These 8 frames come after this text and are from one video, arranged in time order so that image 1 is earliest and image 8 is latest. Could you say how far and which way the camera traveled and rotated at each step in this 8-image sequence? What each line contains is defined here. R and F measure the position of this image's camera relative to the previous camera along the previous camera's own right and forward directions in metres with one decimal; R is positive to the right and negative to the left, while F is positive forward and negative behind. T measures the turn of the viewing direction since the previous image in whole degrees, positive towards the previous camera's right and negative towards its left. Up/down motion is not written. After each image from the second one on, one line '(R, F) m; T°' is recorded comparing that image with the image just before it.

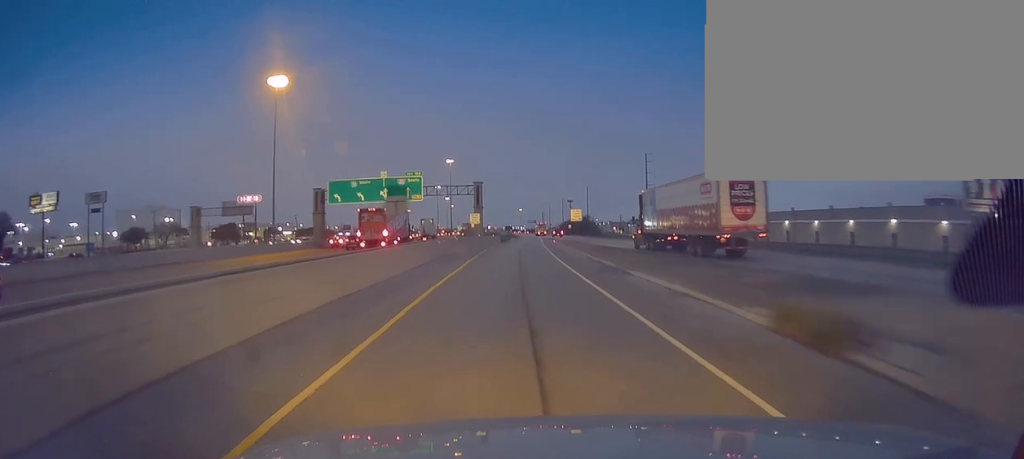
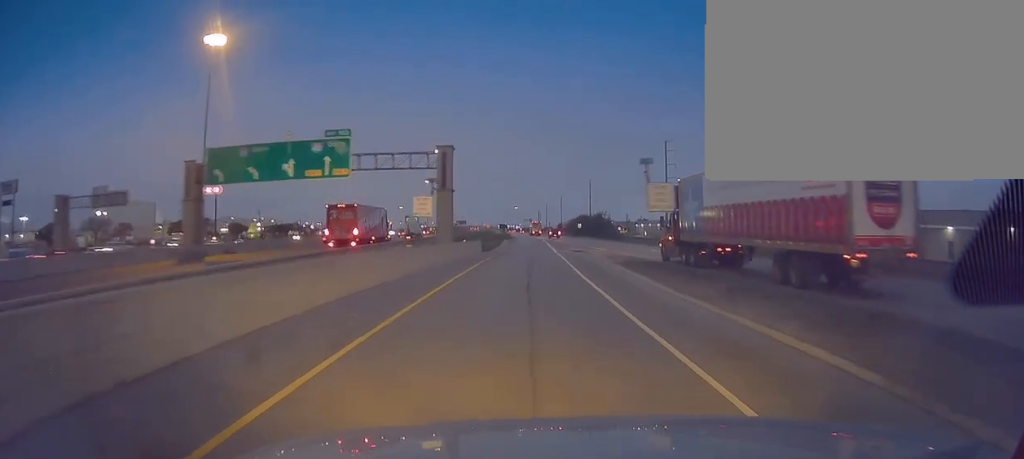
(0.0, +40.0) m; +1°
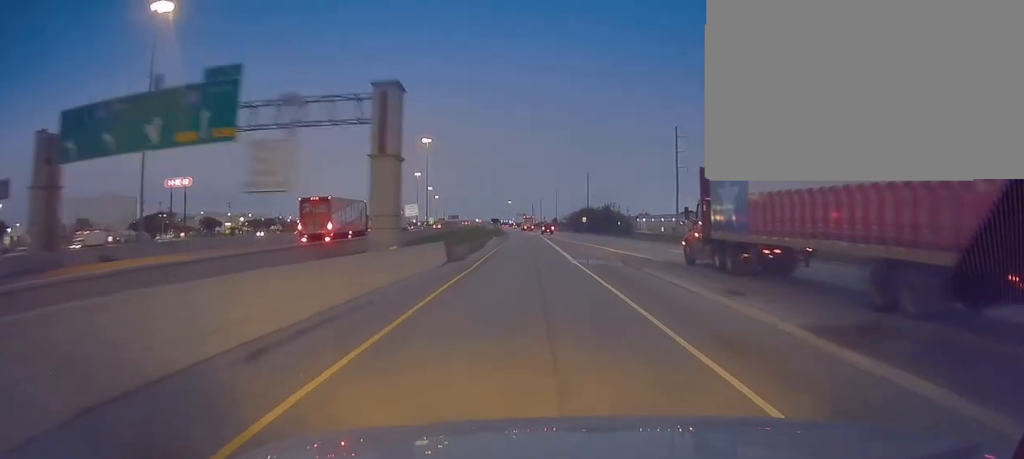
(+0.2, +24.2) m; 0°
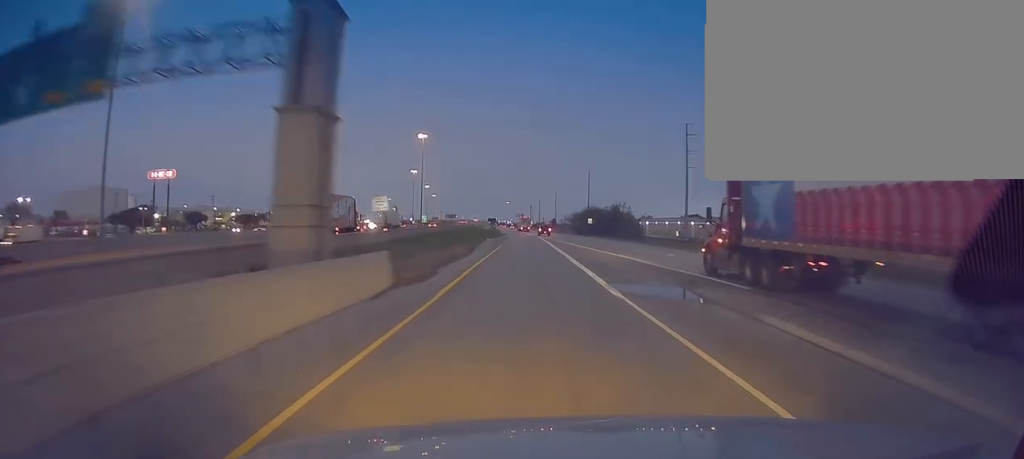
(0.0, +13.0) m; 0°
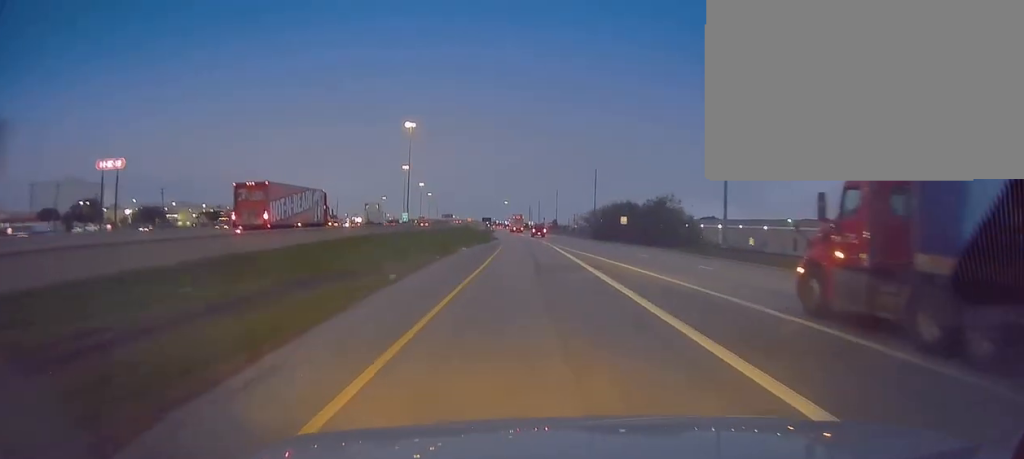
(0.0, +36.3) m; 0°
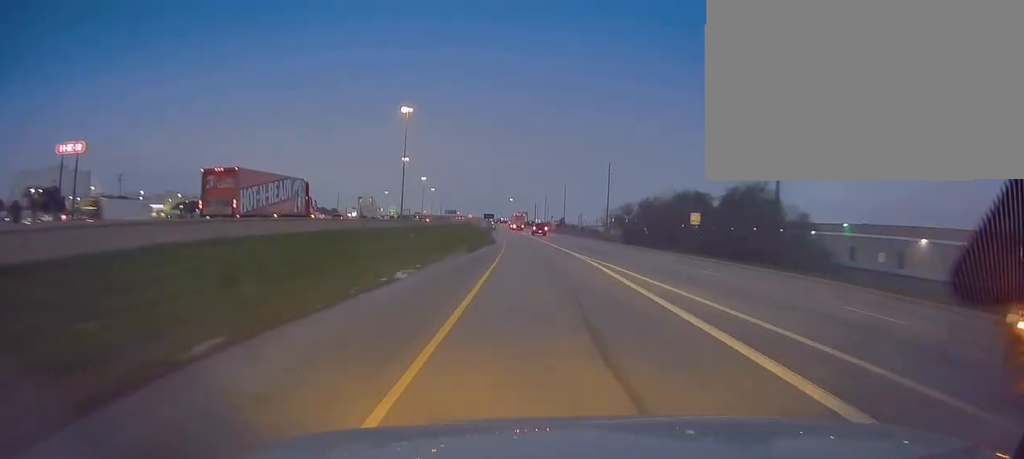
(0.0, +27.8) m; 0°
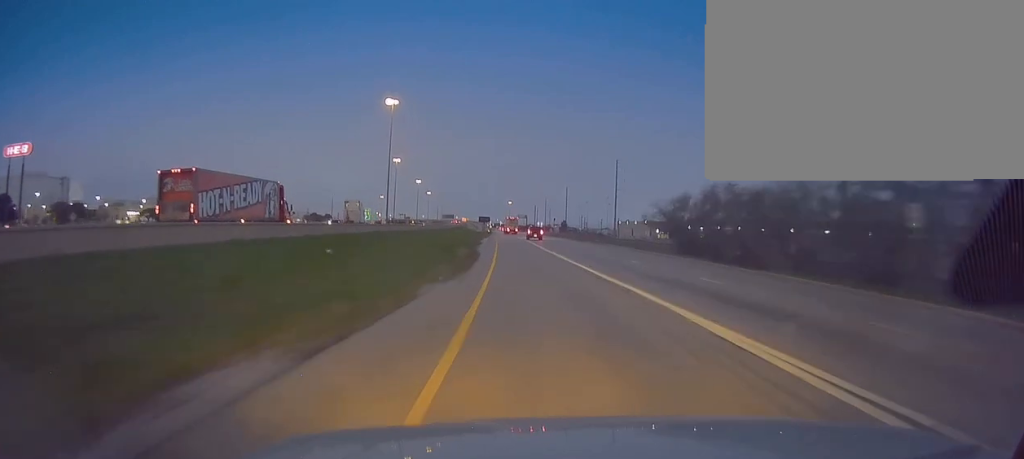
(0.0, +27.4) m; 0°
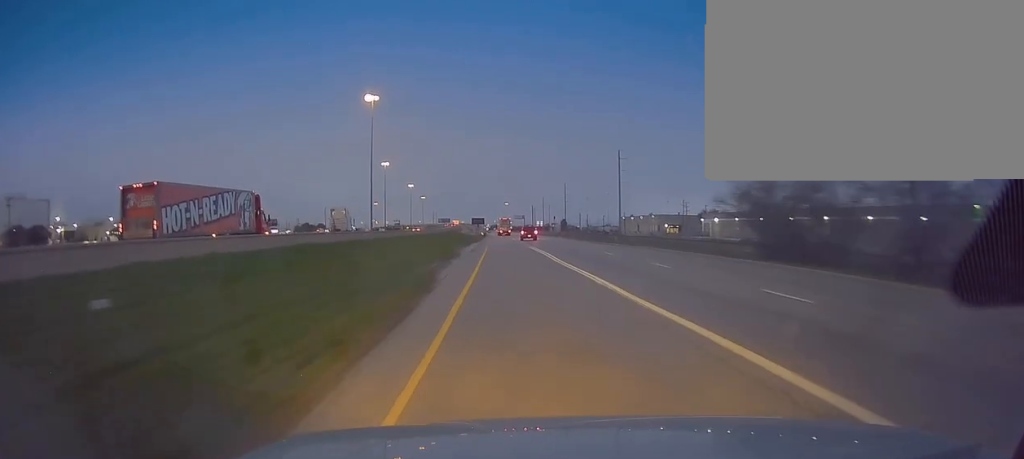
(0.0, +20.5) m; 0°
